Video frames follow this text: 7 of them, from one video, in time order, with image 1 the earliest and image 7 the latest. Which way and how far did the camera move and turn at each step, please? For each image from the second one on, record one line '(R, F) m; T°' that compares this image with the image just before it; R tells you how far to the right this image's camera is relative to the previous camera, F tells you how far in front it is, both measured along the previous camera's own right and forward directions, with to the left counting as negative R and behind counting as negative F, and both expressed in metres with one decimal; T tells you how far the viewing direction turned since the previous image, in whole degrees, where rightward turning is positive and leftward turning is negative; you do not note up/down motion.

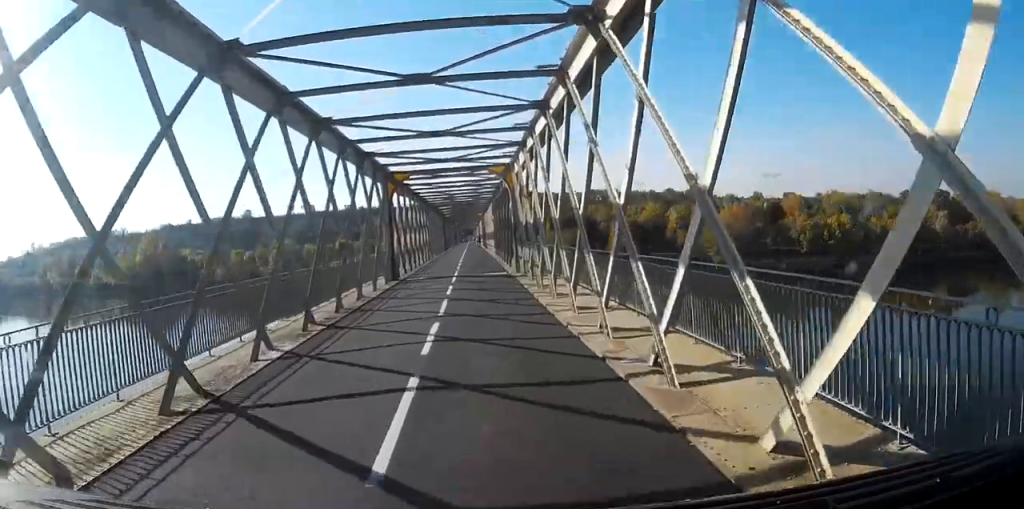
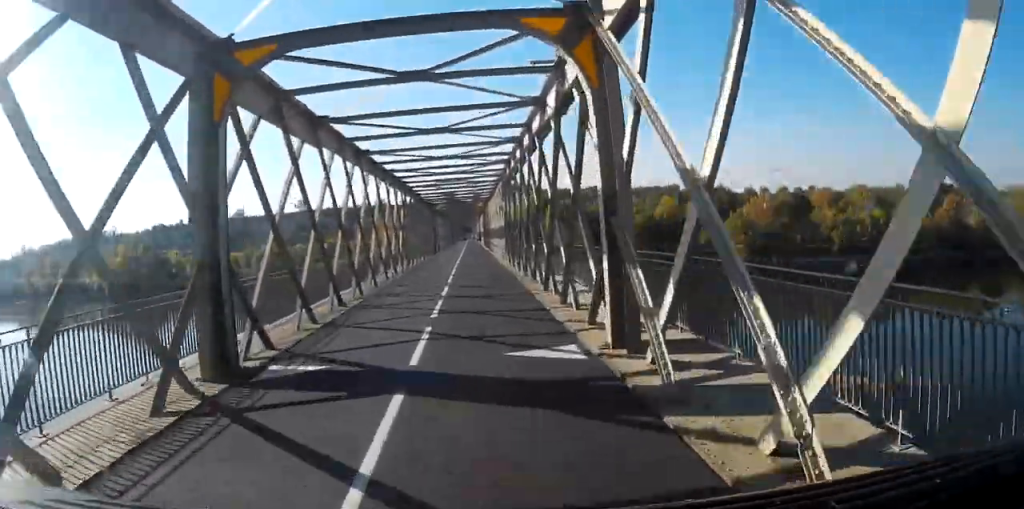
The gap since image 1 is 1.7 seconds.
(-0.1, +18.0) m; 0°
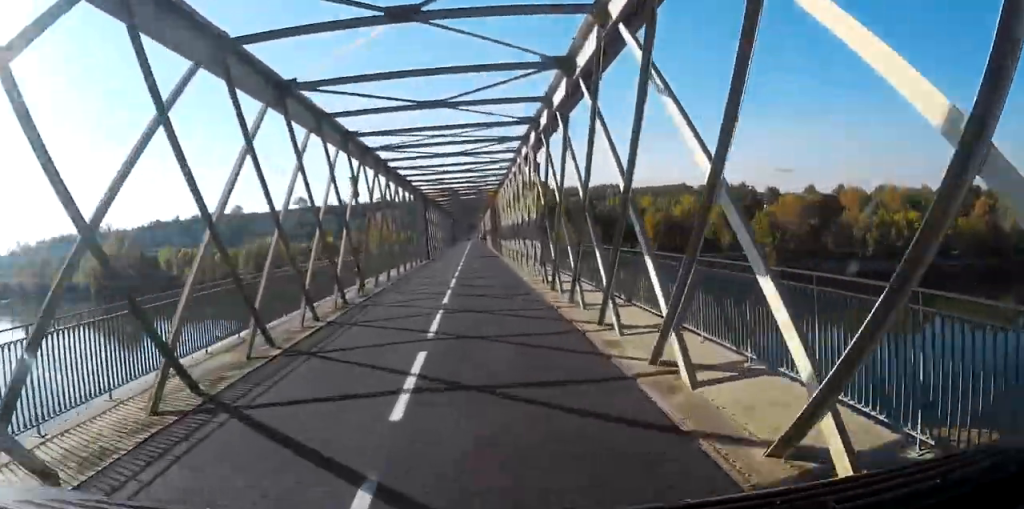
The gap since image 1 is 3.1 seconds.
(+0.1, +15.1) m; 0°
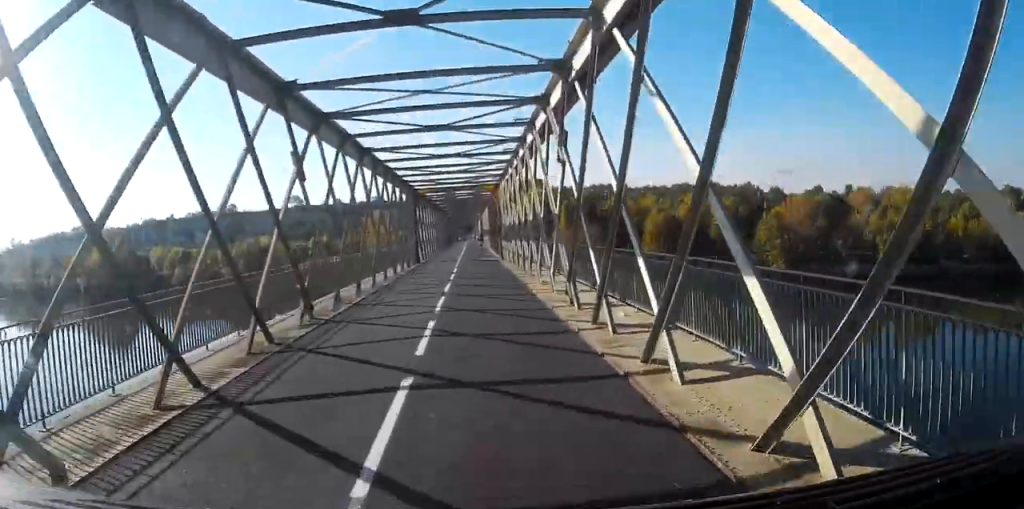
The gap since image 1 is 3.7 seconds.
(0.0, +5.8) m; 0°
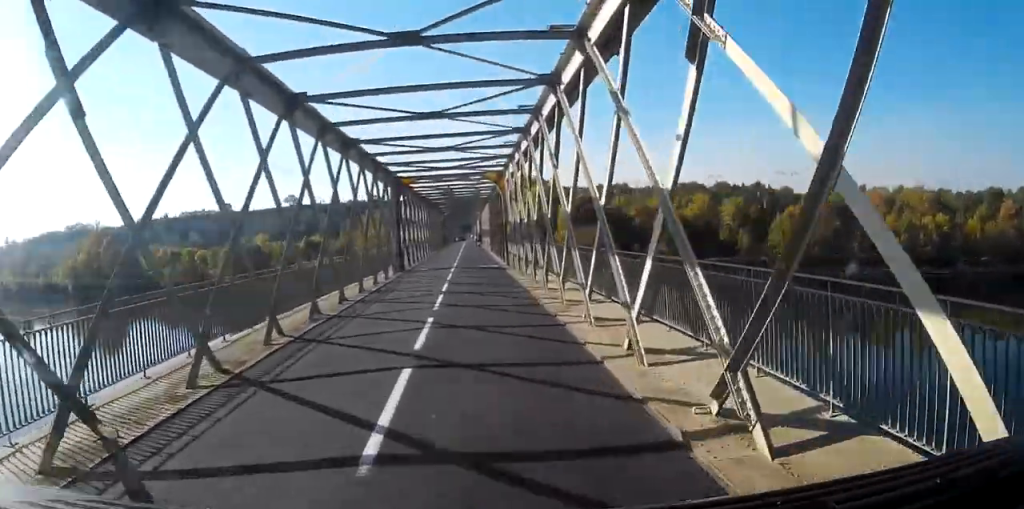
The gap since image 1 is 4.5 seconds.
(-0.1, +8.1) m; -1°
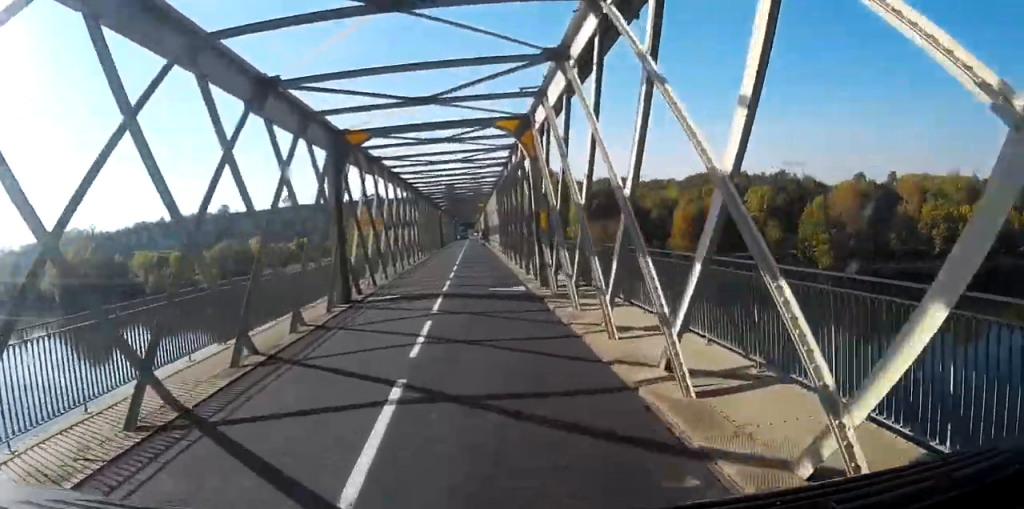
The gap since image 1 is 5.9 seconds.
(-0.2, +13.5) m; -1°
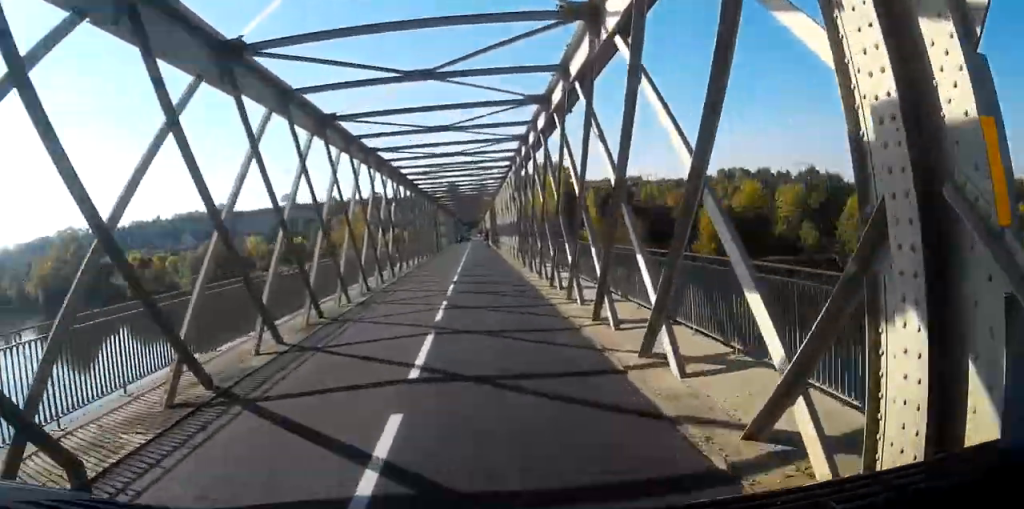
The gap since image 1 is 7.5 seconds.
(-0.2, +15.3) m; -1°
